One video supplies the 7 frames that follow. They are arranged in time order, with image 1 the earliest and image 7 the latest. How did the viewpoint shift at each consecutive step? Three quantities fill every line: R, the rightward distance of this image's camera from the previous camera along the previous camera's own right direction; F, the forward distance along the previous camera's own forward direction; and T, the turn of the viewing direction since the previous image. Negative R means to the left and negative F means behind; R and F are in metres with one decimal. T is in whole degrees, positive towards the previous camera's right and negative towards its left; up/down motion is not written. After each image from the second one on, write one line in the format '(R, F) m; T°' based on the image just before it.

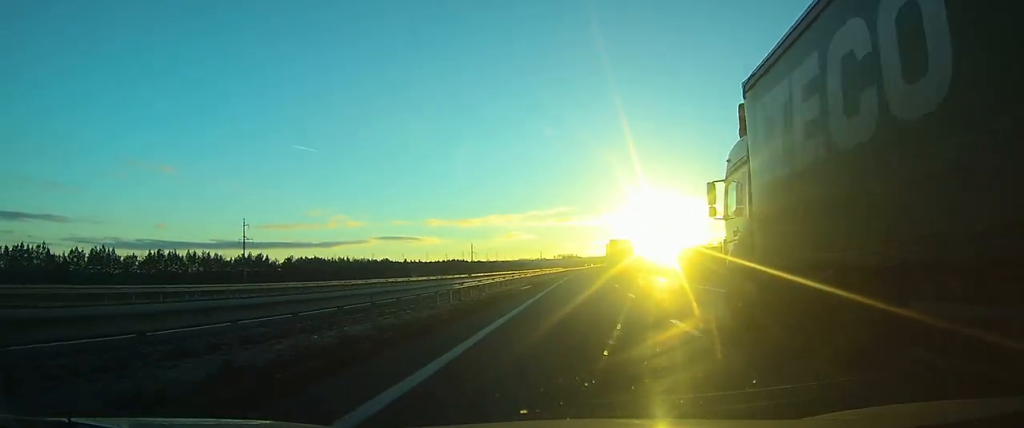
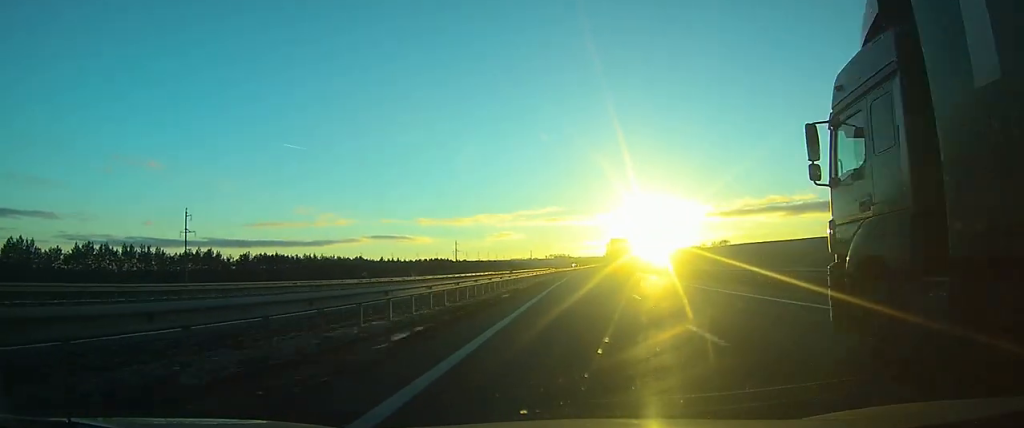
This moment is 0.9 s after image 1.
(+0.2, +24.1) m; +1°
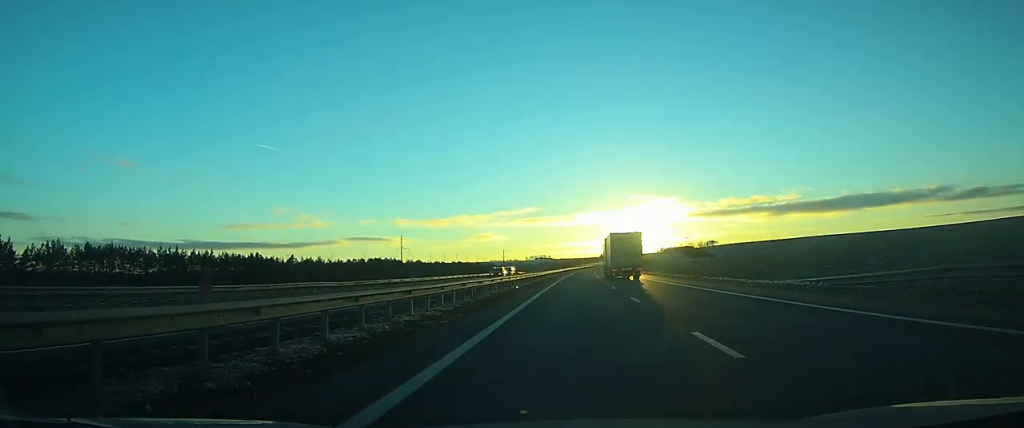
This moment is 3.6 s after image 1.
(+0.8, +73.8) m; +1°
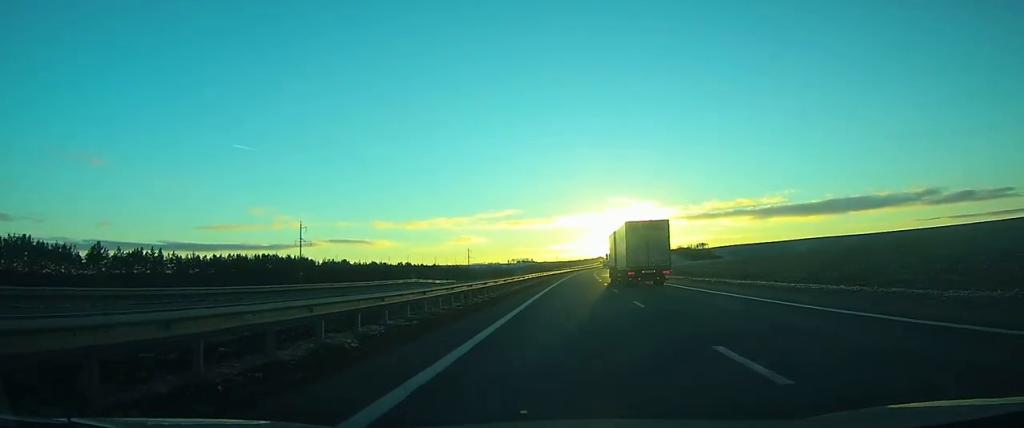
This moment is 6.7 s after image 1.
(+1.5, +87.4) m; +2°
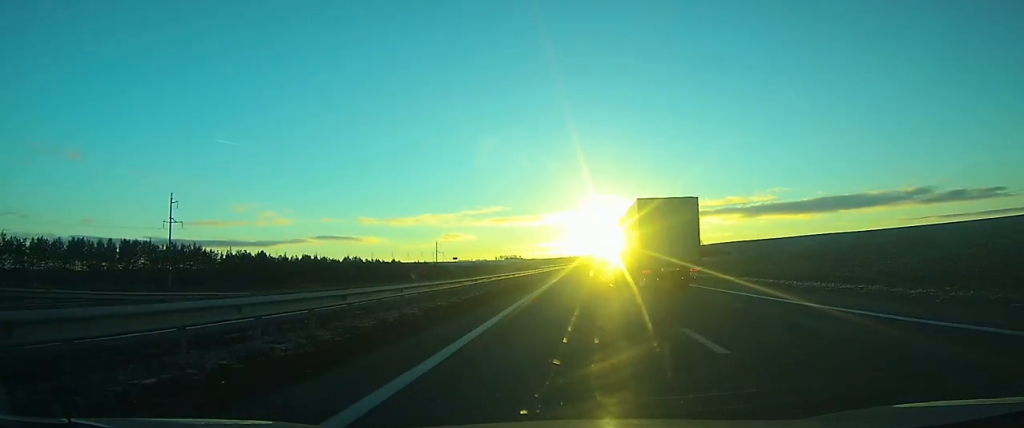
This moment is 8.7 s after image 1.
(+0.6, +56.4) m; +1°
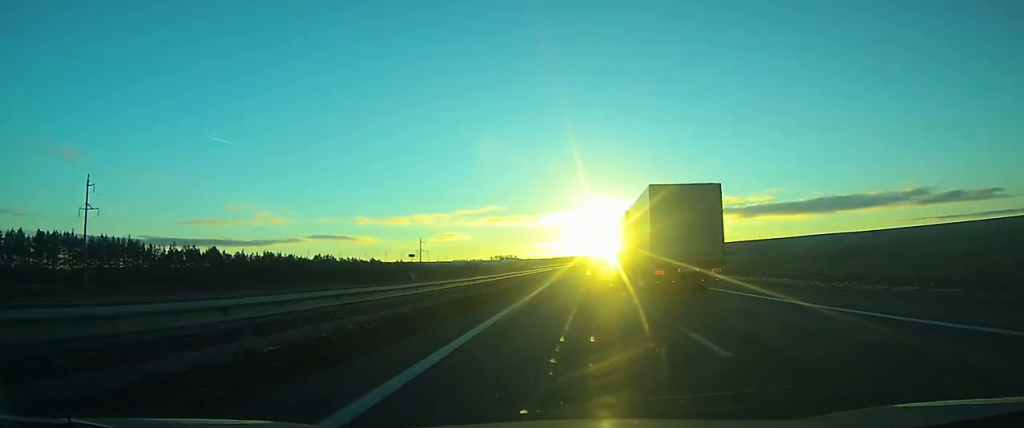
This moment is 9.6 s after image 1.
(-0.1, +23.1) m; 0°
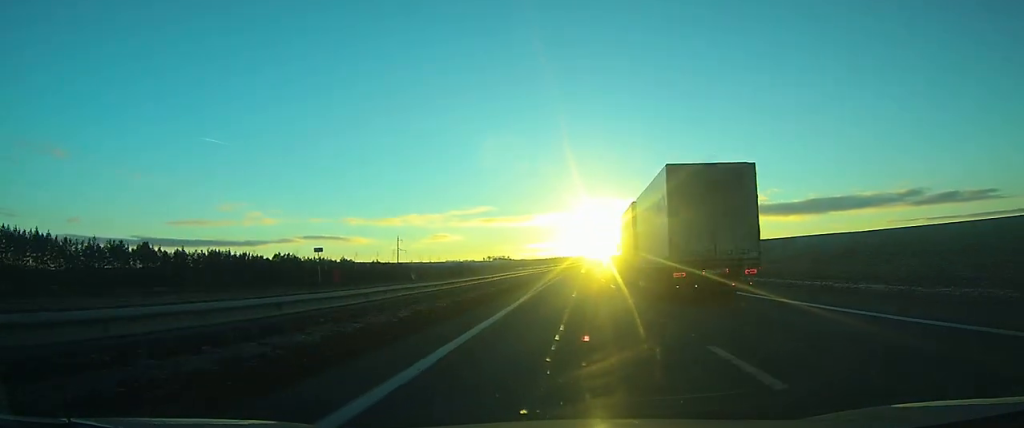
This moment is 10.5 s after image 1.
(+0.2, +24.7) m; 0°
